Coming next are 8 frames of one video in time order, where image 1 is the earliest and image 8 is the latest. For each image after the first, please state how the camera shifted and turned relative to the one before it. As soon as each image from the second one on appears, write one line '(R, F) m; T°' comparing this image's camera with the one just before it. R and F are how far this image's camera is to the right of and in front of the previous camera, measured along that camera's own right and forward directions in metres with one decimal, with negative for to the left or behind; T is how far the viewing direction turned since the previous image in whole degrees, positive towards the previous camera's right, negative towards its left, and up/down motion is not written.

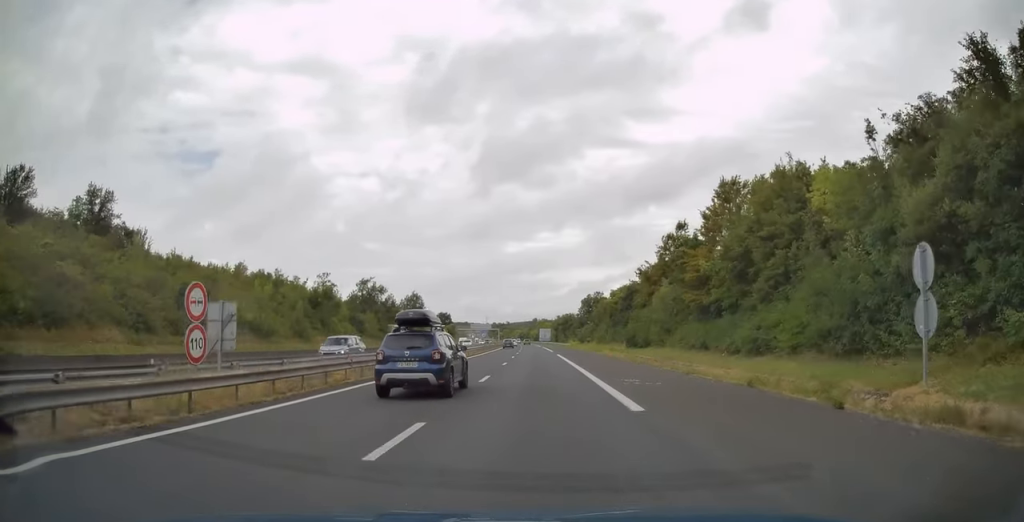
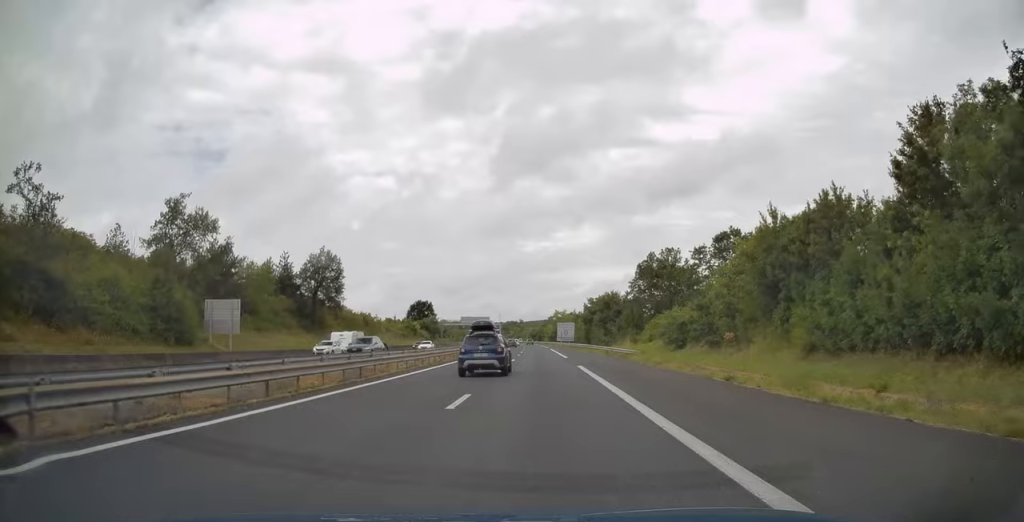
(-1.0, +72.9) m; -1°
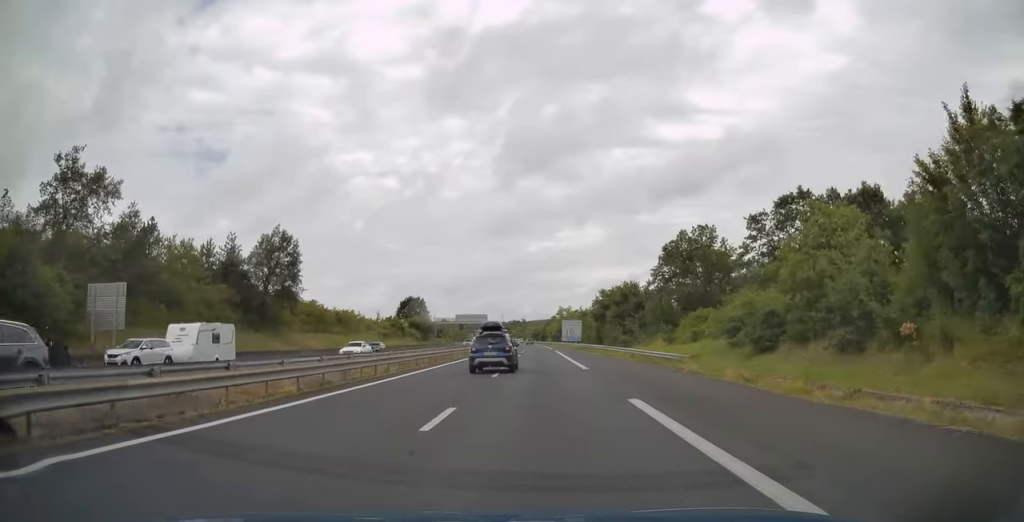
(0.0, +16.2) m; 0°
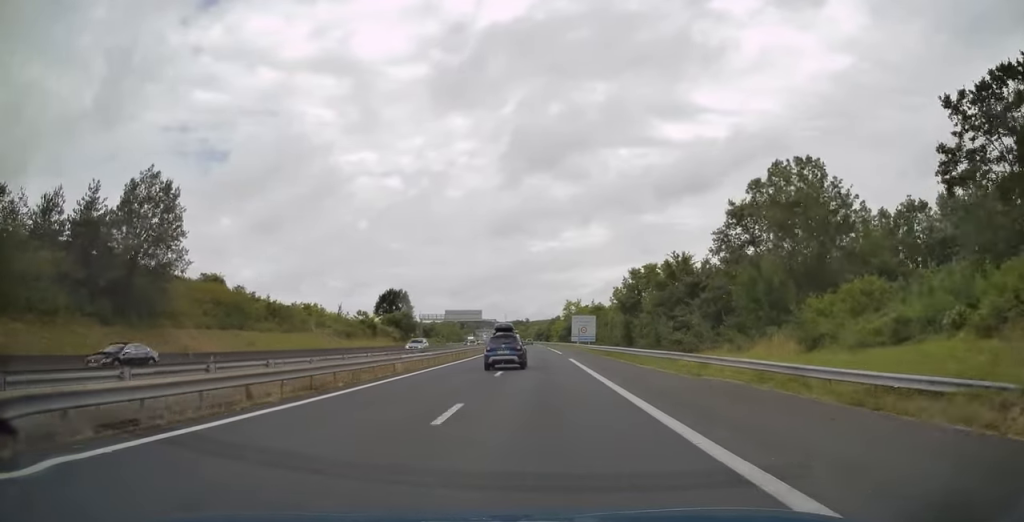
(-0.2, +25.3) m; 0°
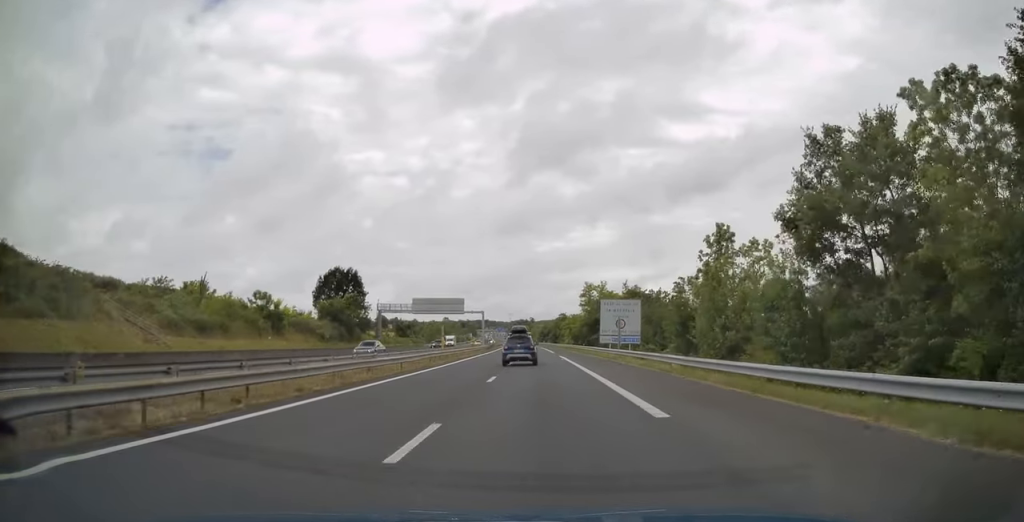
(-0.3, +42.1) m; -1°
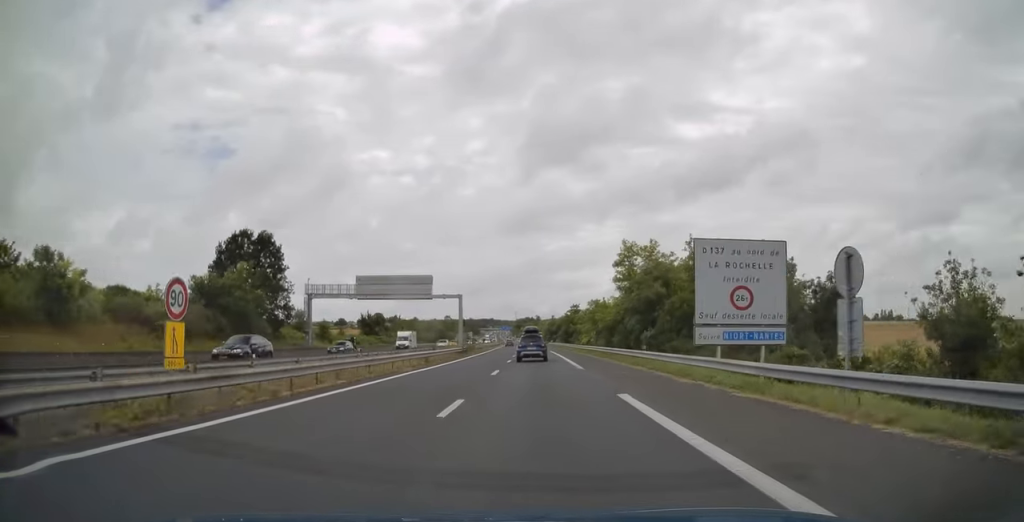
(-0.2, +35.1) m; -1°
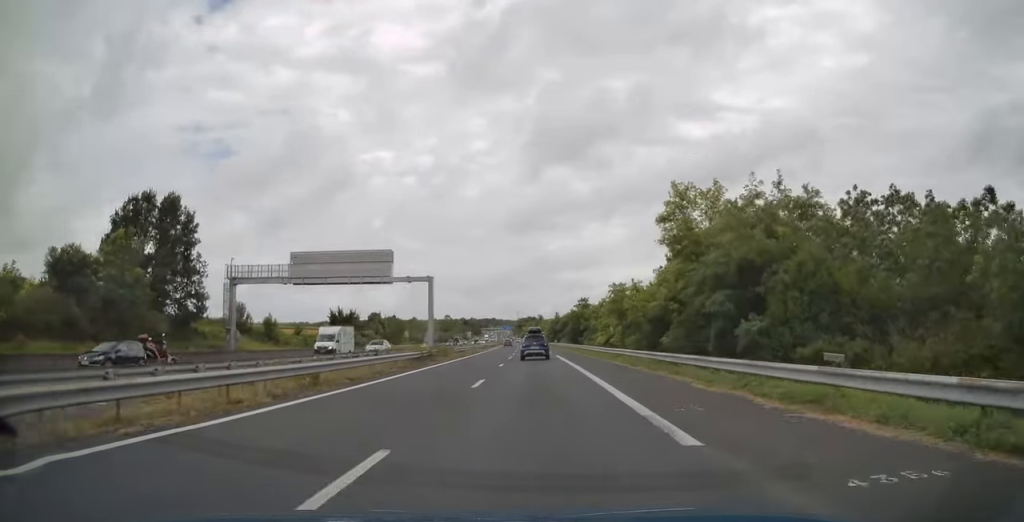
(-0.1, +19.4) m; 0°
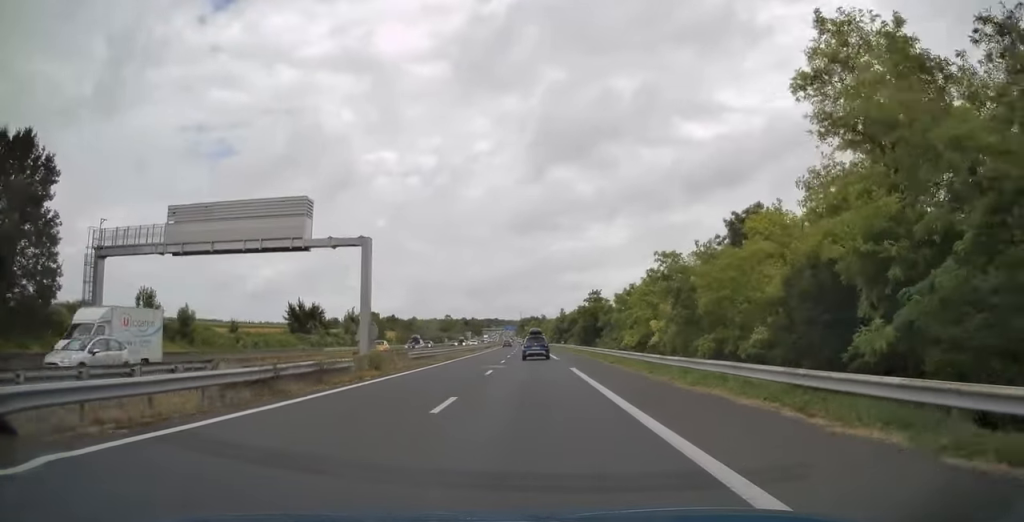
(-0.1, +18.9) m; 0°
